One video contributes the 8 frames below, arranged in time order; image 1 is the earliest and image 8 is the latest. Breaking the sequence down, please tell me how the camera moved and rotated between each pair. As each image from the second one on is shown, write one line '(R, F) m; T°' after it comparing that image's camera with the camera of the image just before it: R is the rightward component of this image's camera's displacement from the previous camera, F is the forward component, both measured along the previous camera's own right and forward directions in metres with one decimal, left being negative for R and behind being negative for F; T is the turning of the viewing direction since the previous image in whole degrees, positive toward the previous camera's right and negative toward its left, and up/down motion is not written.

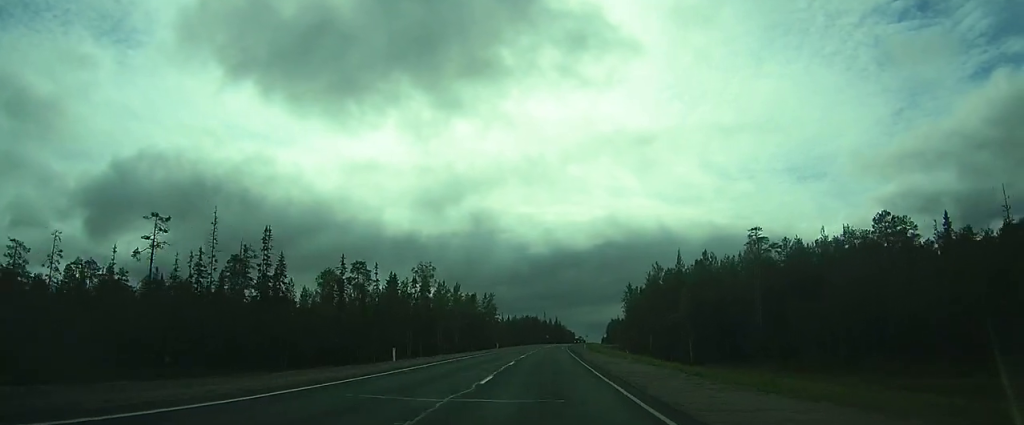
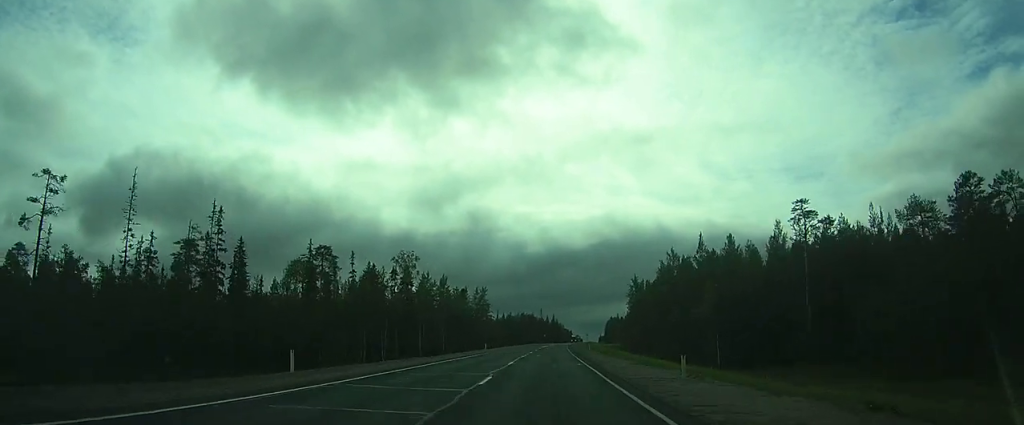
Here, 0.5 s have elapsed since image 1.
(0.0, +12.0) m; 0°
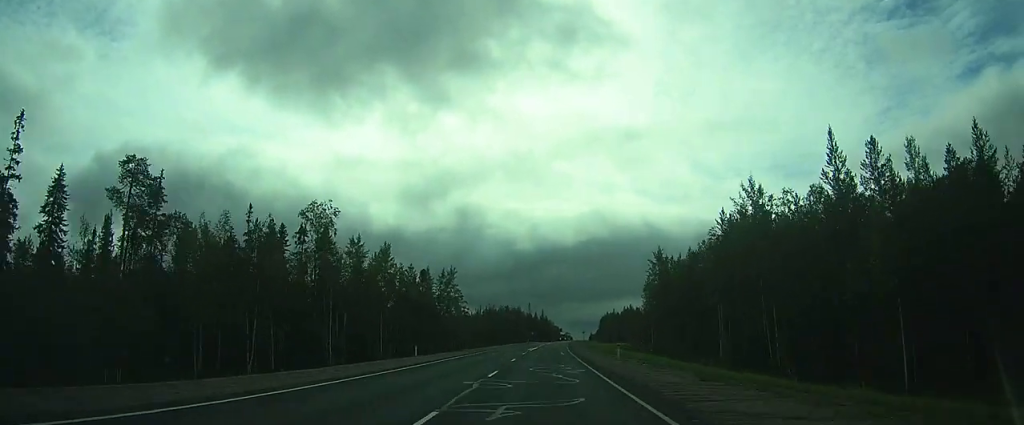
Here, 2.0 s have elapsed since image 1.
(+0.1, +32.4) m; +1°
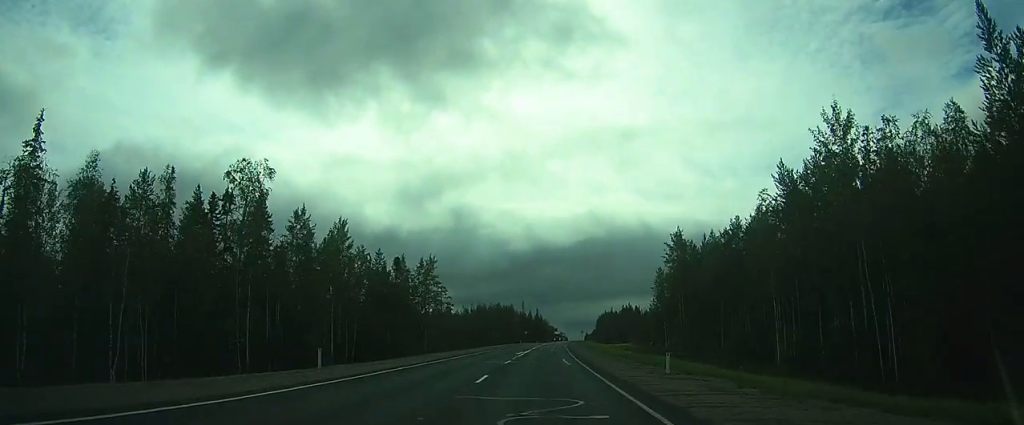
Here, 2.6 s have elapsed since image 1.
(+0.1, +14.4) m; 0°
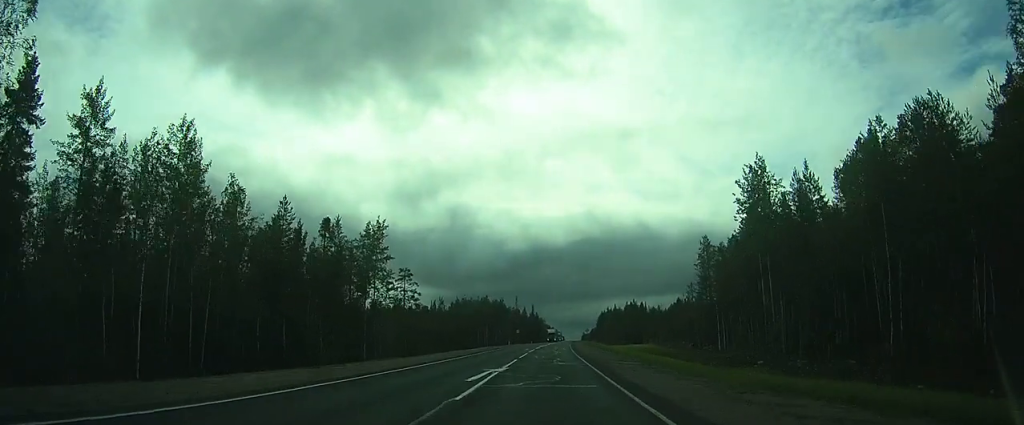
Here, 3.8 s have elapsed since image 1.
(+0.1, +26.5) m; 0°
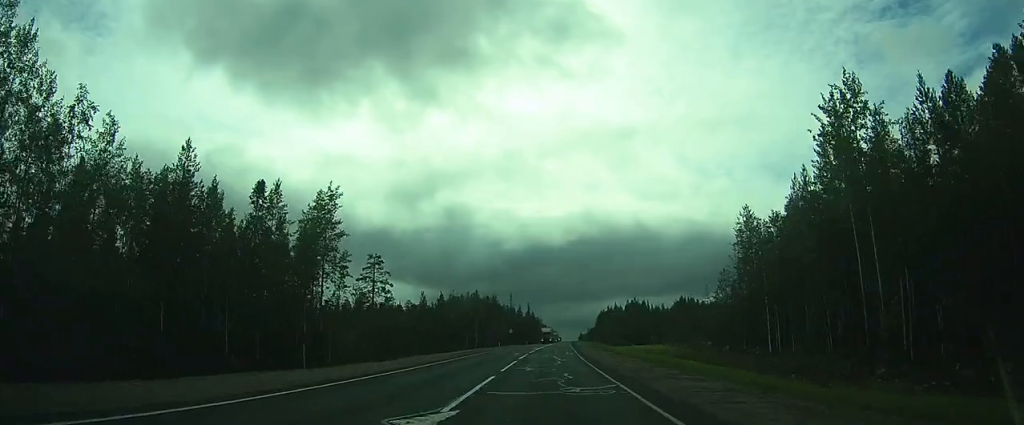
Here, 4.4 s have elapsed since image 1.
(0.0, +13.5) m; +1°
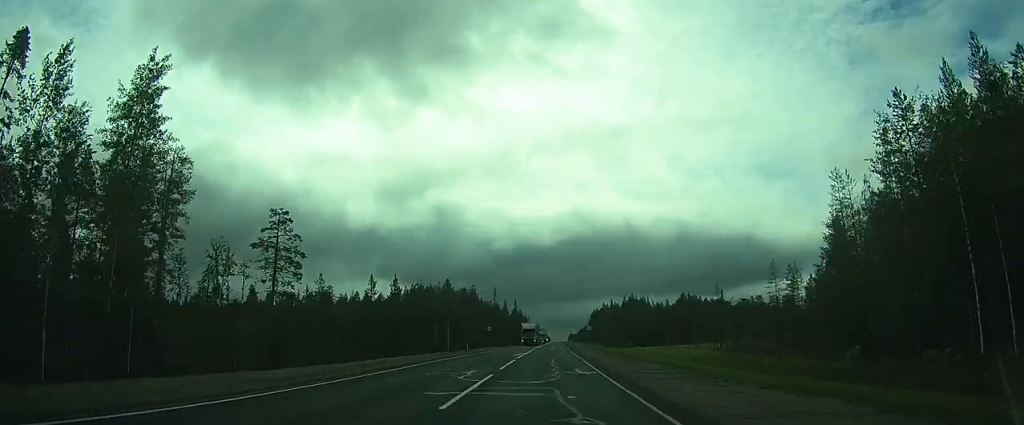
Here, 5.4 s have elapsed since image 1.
(+0.4, +23.0) m; +2°
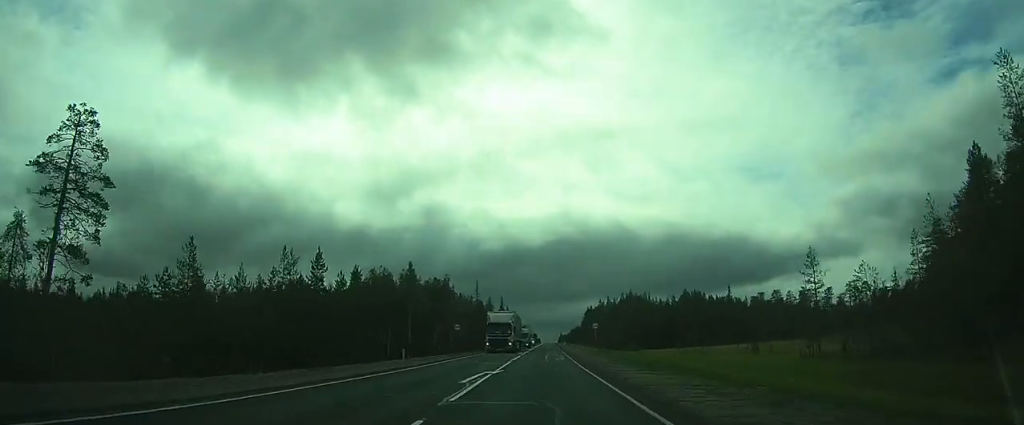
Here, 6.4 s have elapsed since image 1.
(+0.4, +21.3) m; +1°
